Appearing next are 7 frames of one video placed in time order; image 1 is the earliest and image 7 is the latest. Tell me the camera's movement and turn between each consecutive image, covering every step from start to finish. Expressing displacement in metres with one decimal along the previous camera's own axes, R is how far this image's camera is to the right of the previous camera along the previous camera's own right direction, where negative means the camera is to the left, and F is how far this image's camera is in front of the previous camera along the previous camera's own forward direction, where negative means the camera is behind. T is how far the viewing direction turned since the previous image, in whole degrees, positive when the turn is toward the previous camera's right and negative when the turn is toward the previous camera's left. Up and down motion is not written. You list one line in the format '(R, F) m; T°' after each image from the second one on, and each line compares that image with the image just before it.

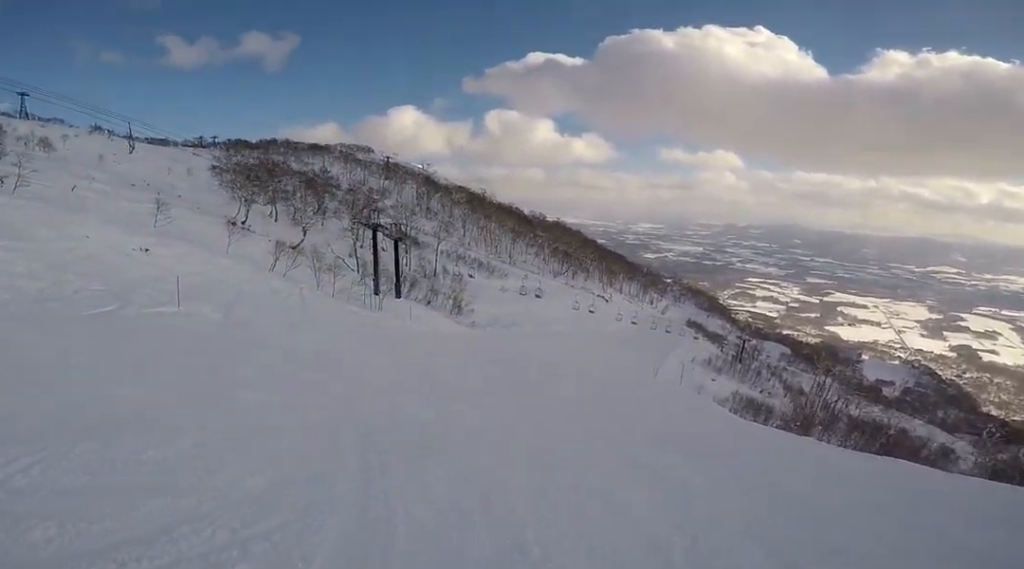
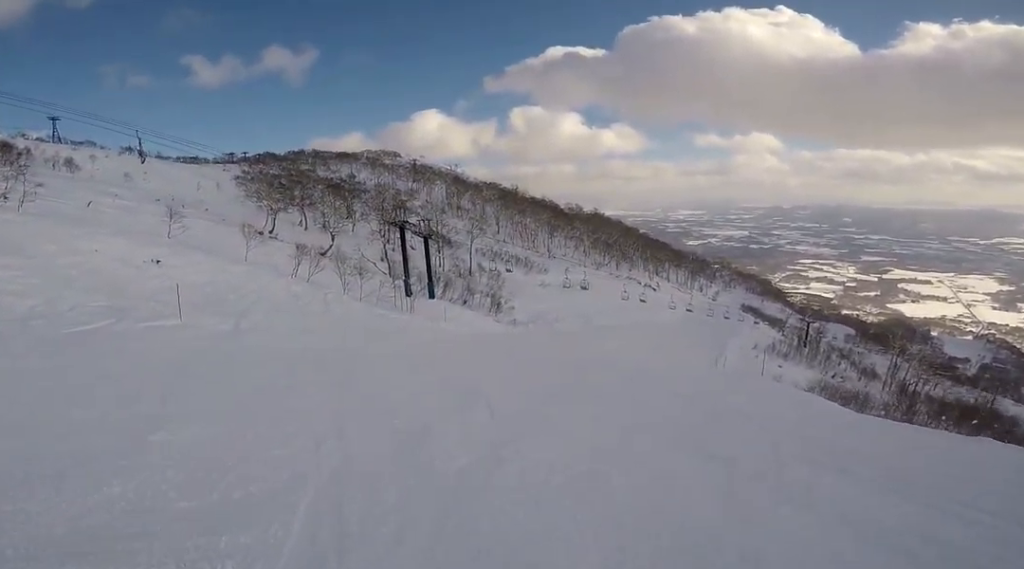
(0.0, +3.3) m; +7°
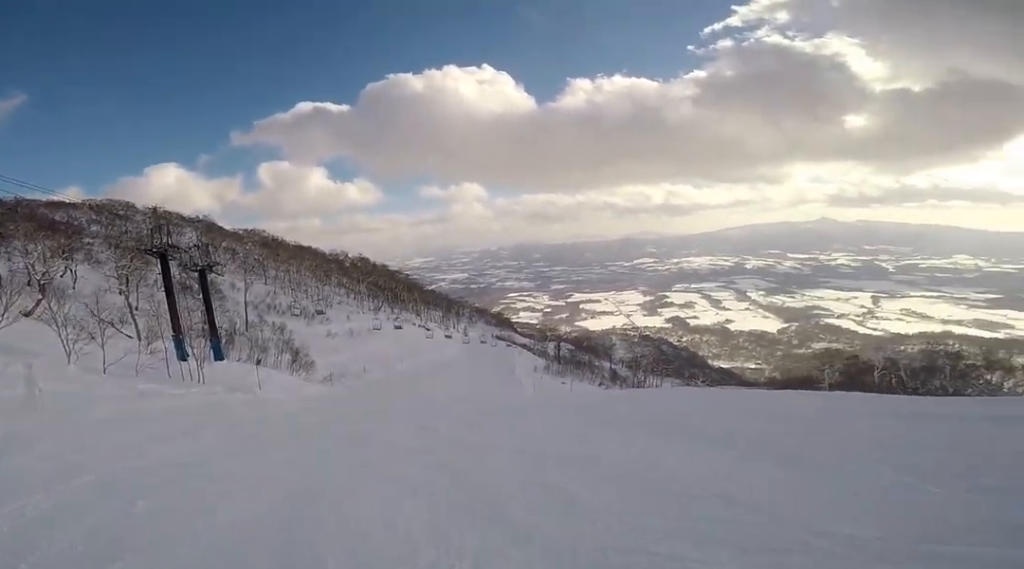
(+4.6, +11.5) m; +45°
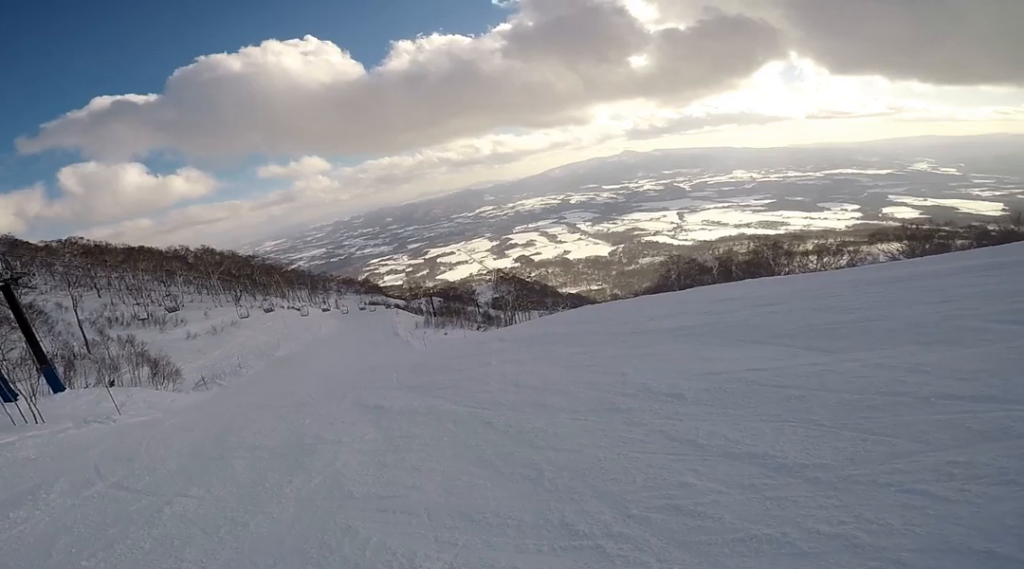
(+0.1, +3.1) m; +8°
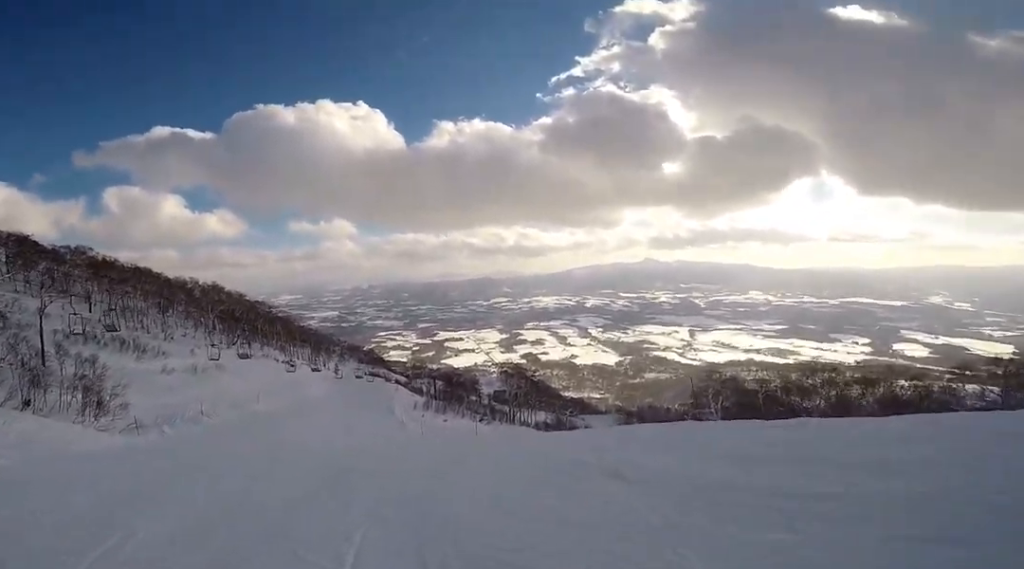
(0.0, +8.3) m; -14°
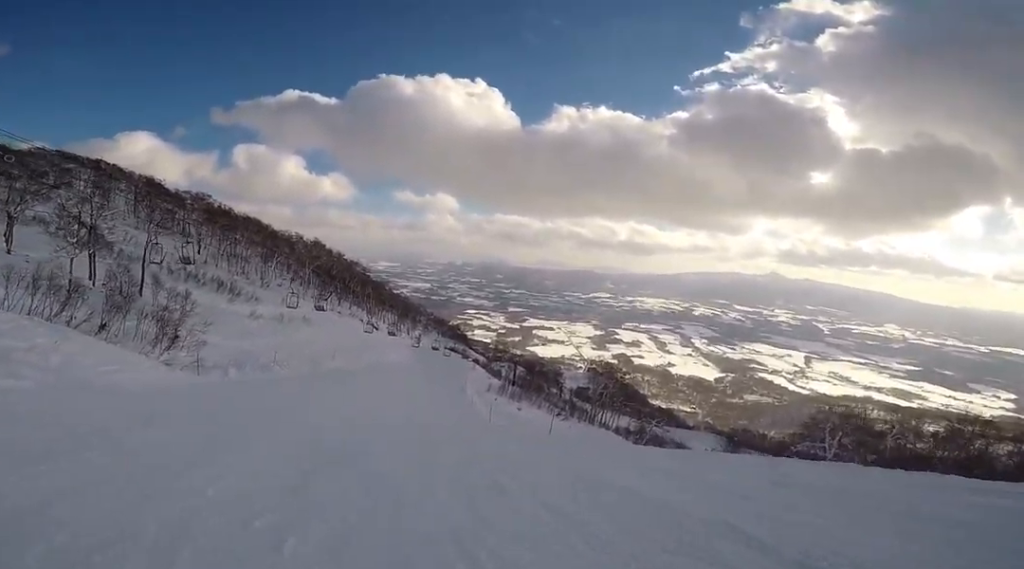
(-0.5, +3.0) m; -9°
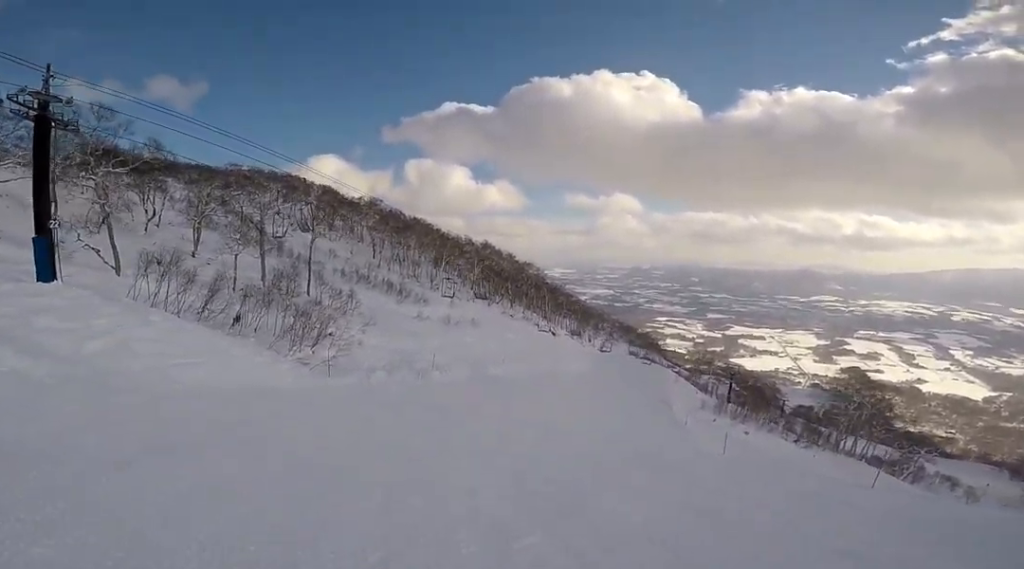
(-1.4, +9.5) m; -2°
